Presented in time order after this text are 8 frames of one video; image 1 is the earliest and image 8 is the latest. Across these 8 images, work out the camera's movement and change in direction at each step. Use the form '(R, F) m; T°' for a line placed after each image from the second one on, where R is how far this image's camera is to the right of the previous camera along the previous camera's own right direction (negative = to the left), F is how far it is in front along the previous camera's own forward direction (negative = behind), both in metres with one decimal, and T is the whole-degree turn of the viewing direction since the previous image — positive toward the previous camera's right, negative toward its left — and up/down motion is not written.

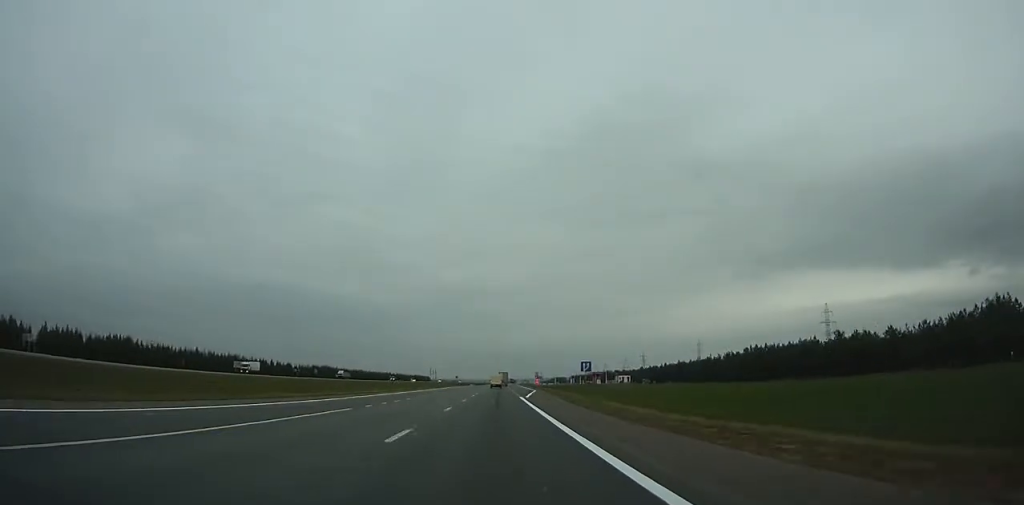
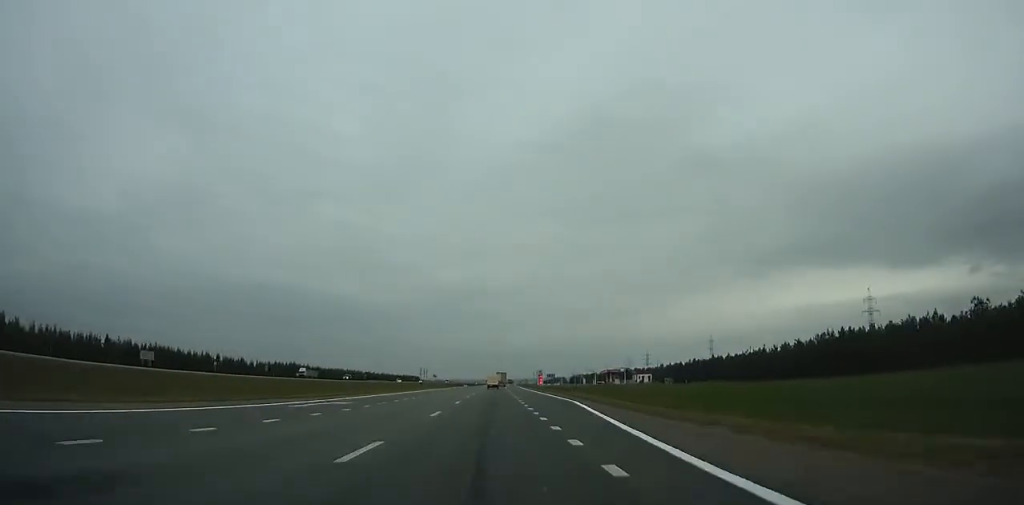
(+0.3, +52.3) m; 0°
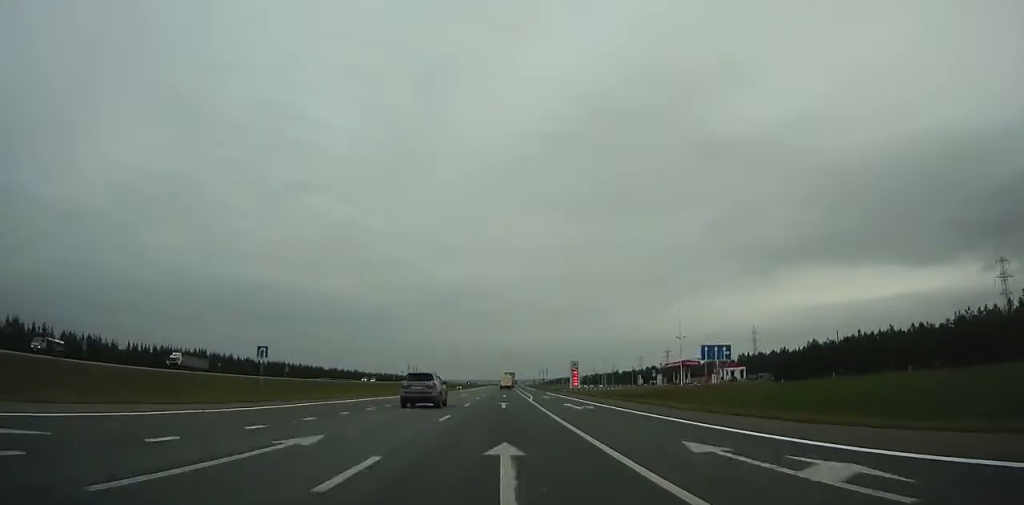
(+0.3, +99.8) m; 0°
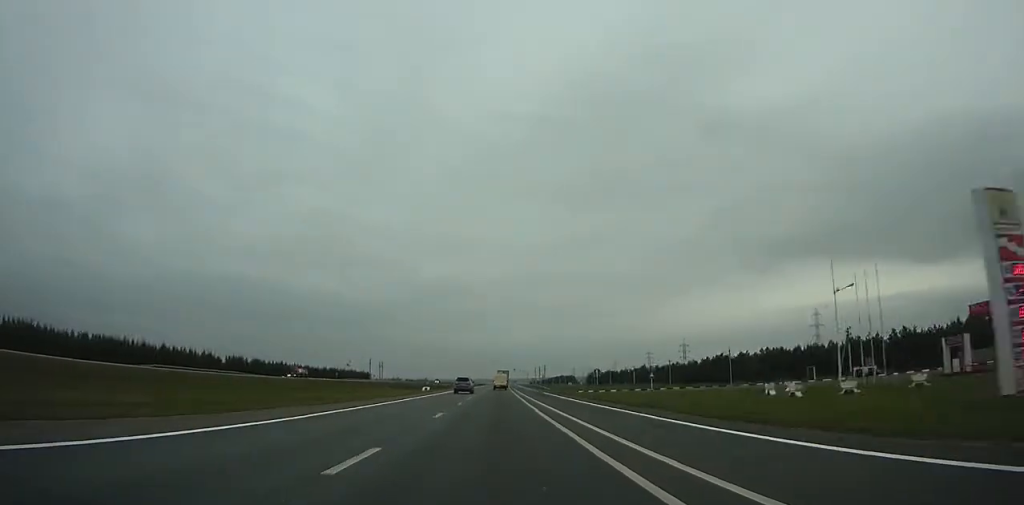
(+1.0, +116.7) m; +1°
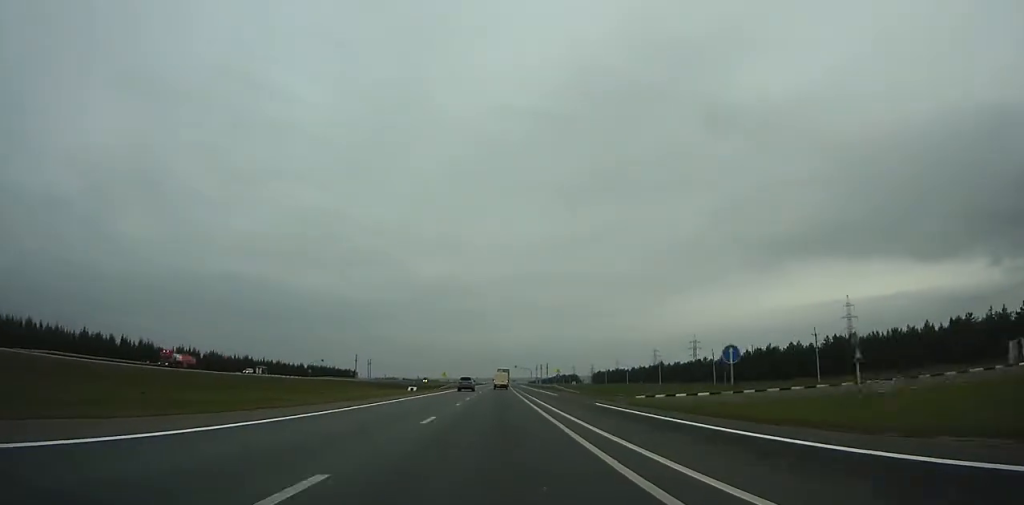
(+0.1, +39.0) m; 0°
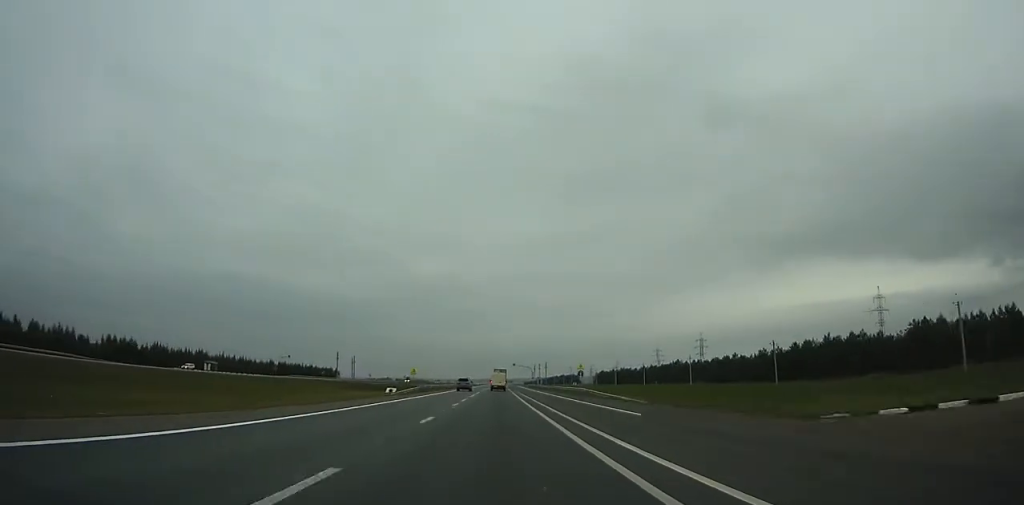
(0.0, +34.8) m; 0°
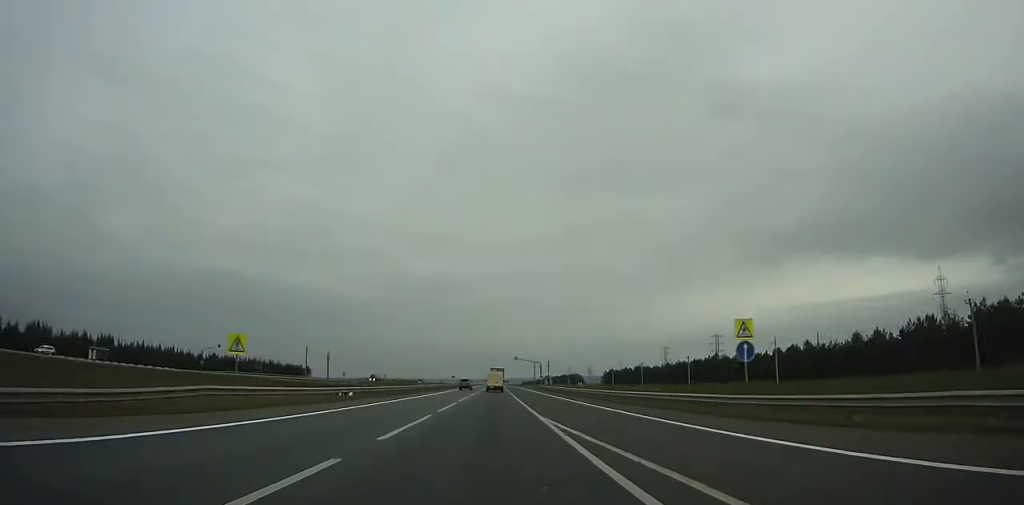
(+0.3, +51.6) m; 0°
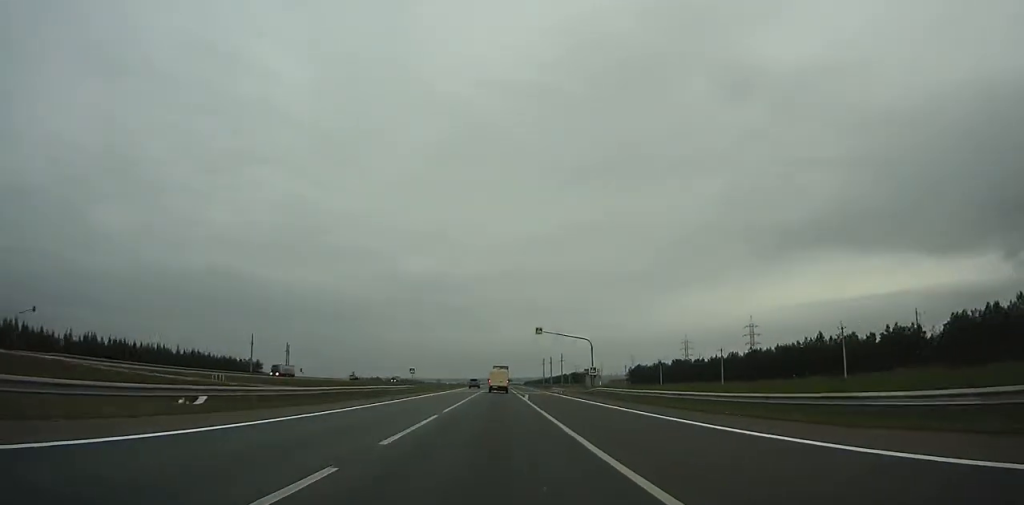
(+0.2, +73.5) m; 0°
